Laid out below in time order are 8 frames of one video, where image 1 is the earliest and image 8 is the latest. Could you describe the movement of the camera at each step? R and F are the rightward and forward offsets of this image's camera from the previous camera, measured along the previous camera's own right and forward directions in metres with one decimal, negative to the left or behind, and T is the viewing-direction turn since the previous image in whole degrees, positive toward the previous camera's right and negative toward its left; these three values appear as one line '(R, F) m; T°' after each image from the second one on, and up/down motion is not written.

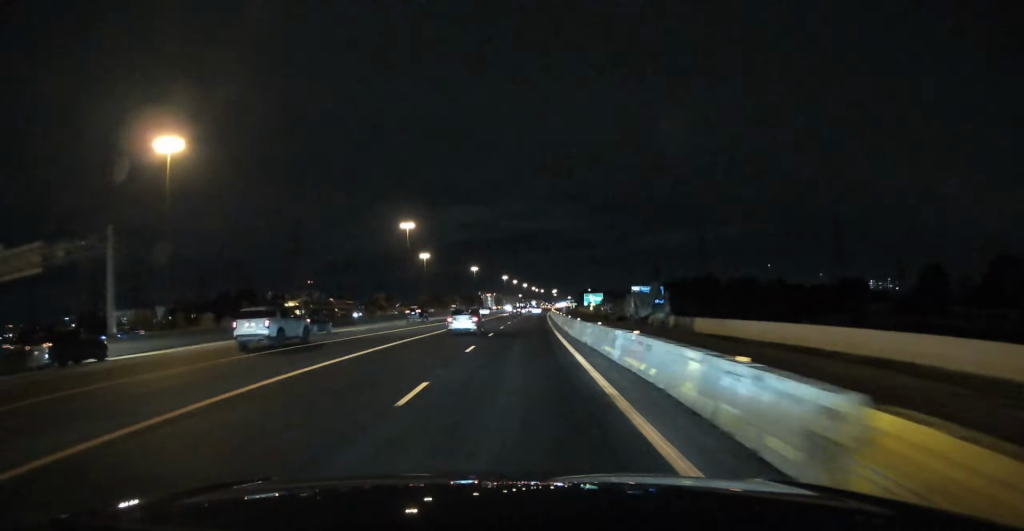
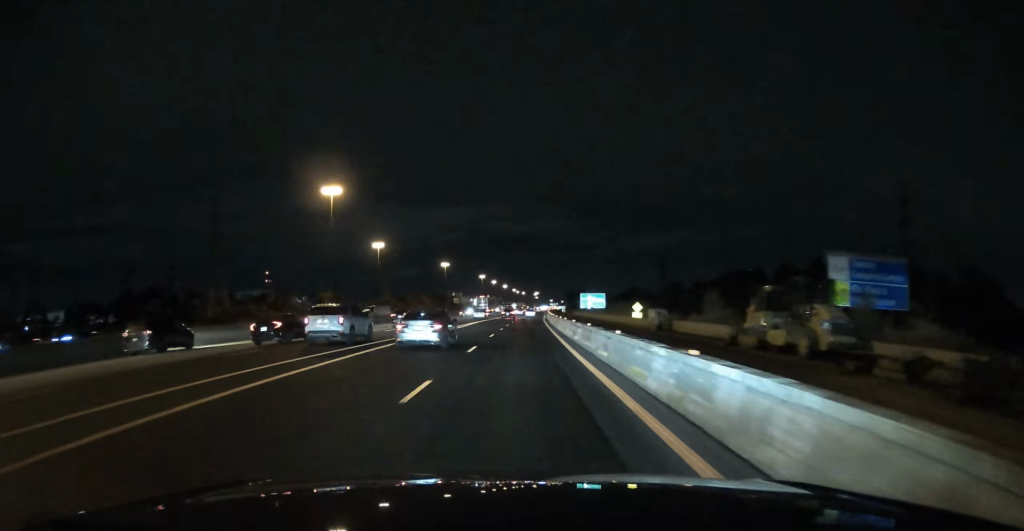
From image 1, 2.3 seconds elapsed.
(-0.3, +72.4) m; +1°
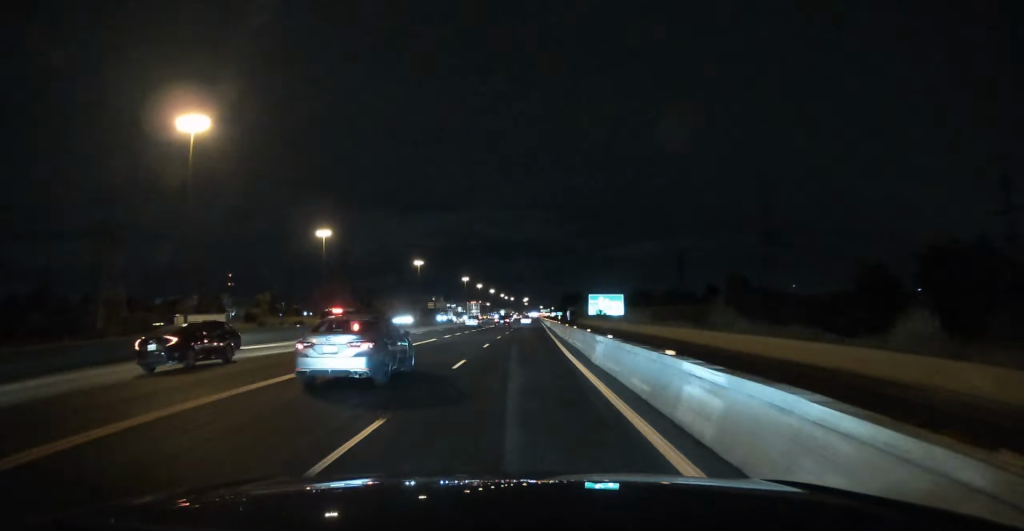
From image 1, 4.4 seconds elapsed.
(+0.9, +64.6) m; 0°
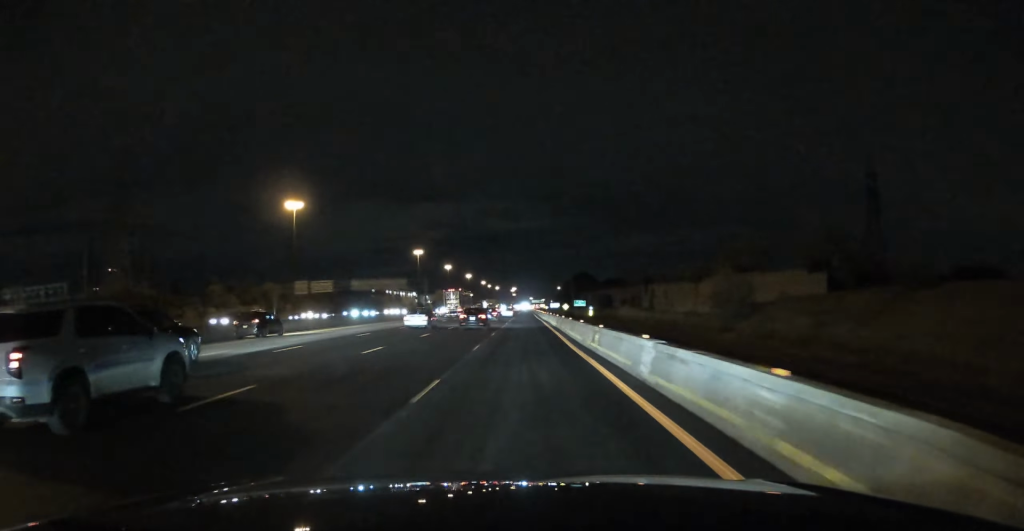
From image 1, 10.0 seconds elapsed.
(+2.1, +176.0) m; +1°
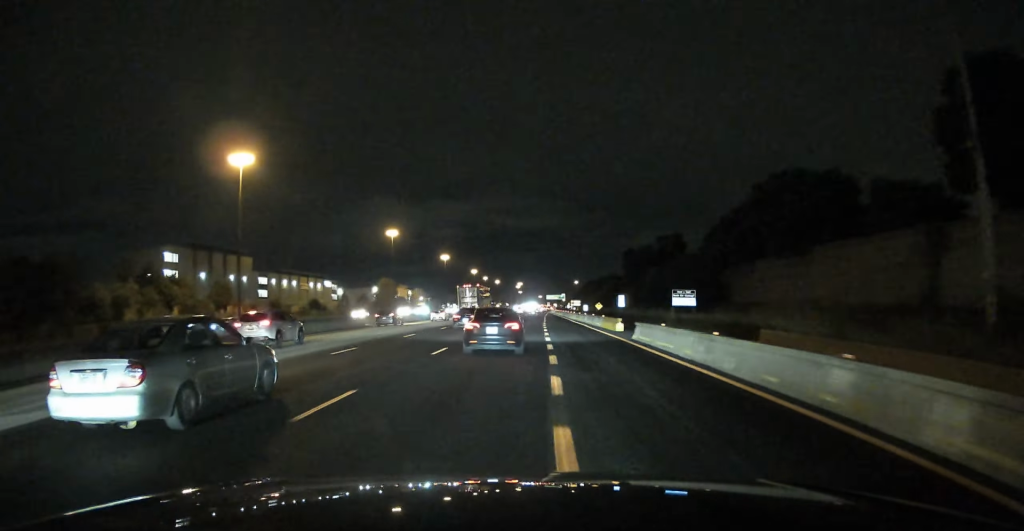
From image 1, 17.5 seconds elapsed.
(-1.1, +204.7) m; 0°
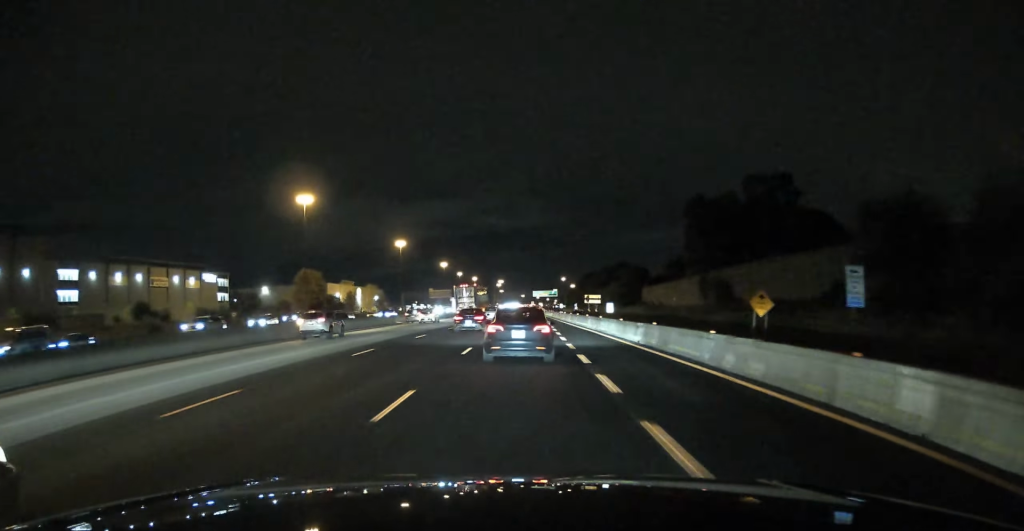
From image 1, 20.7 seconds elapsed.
(+1.0, +74.6) m; +1°
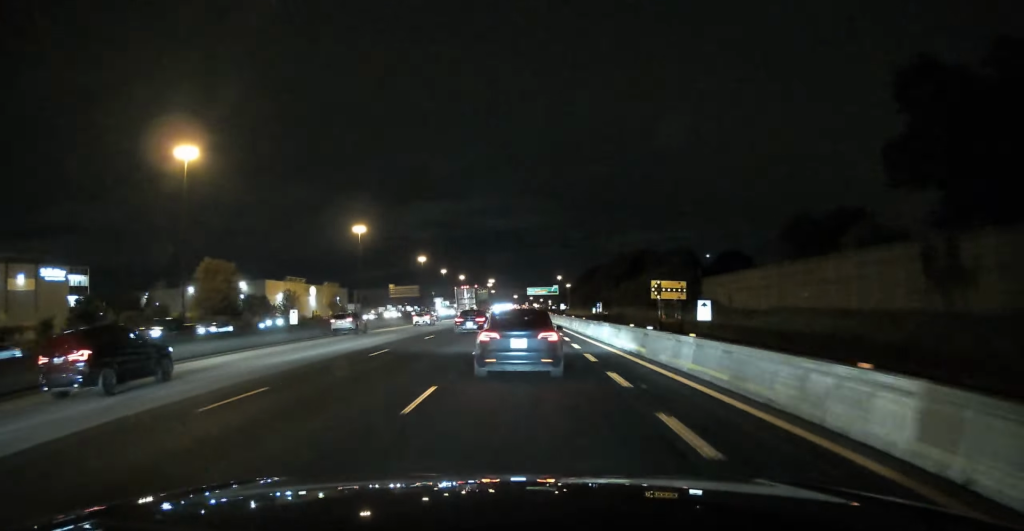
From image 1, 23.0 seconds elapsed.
(+0.2, +54.1) m; +1°
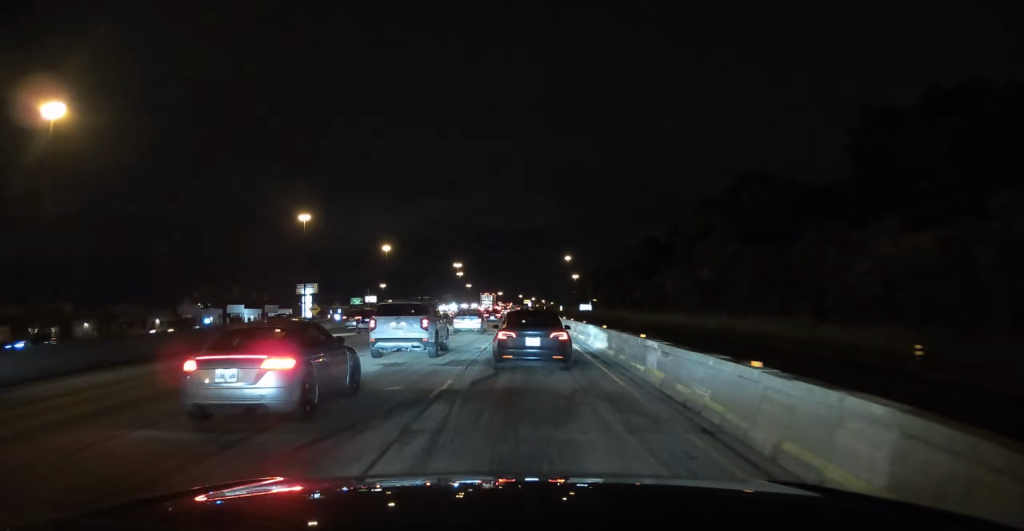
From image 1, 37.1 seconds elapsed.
(+2.8, +270.6) m; +1°
